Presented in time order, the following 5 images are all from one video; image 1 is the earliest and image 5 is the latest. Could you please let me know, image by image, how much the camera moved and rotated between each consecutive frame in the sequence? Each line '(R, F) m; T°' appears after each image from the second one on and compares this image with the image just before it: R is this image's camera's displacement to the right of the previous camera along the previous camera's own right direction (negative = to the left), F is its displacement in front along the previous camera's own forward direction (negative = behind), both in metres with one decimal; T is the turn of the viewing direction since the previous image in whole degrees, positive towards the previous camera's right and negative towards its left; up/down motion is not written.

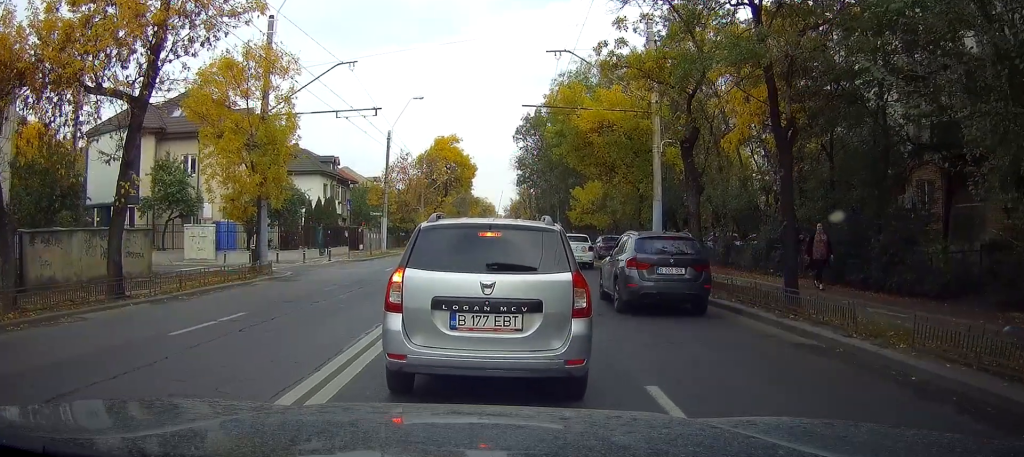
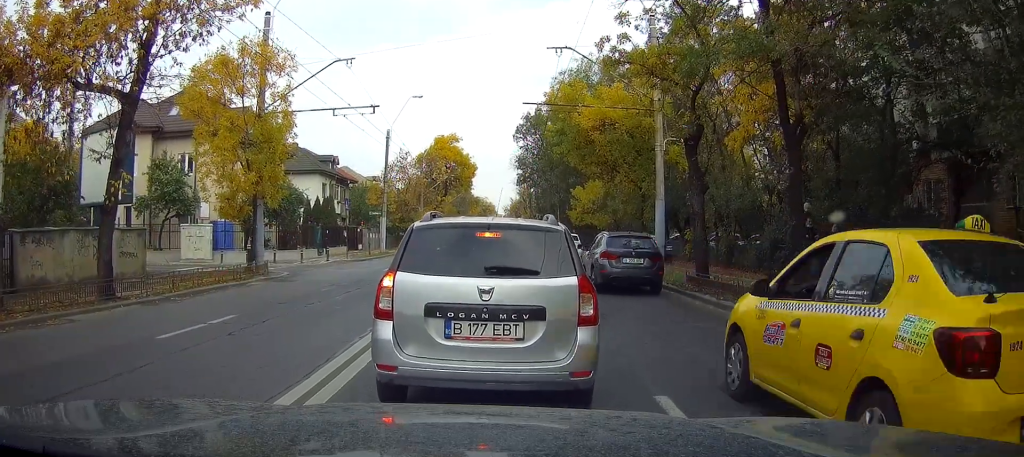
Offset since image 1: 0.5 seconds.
(0.0, +0.3) m; 0°
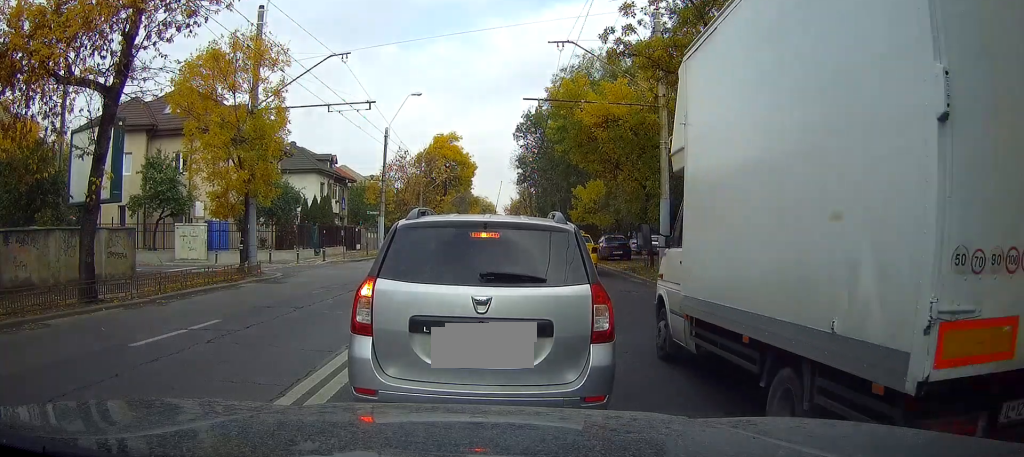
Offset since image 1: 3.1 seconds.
(+0.1, +1.1) m; 0°
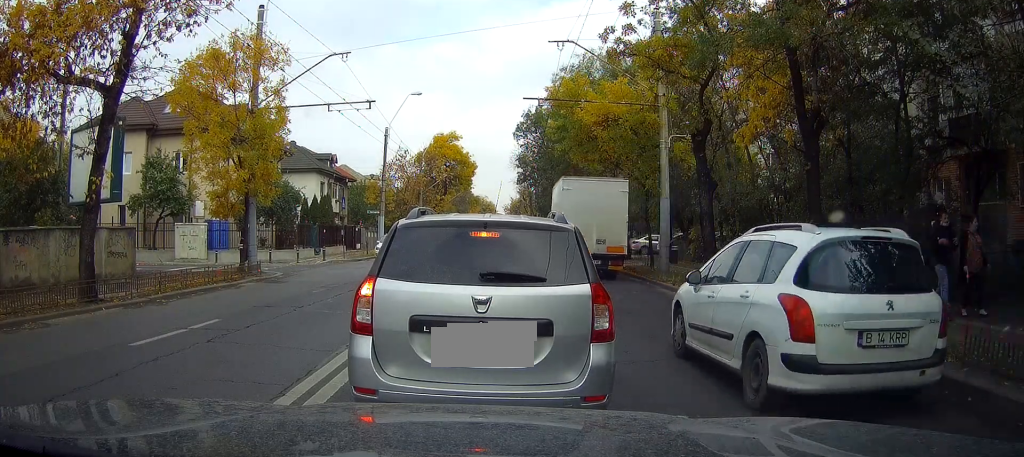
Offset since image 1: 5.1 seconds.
(+0.1, +0.4) m; 0°
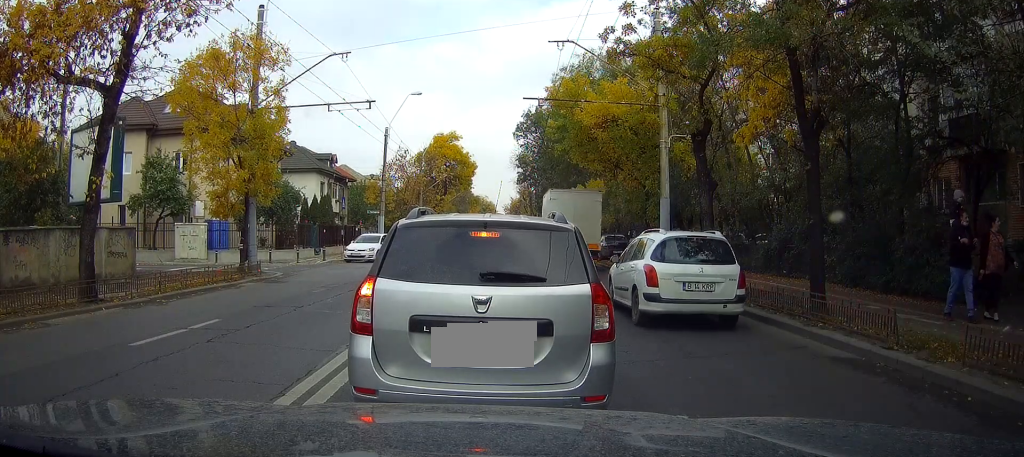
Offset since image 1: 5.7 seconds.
(0.0, 0.0) m; 0°
